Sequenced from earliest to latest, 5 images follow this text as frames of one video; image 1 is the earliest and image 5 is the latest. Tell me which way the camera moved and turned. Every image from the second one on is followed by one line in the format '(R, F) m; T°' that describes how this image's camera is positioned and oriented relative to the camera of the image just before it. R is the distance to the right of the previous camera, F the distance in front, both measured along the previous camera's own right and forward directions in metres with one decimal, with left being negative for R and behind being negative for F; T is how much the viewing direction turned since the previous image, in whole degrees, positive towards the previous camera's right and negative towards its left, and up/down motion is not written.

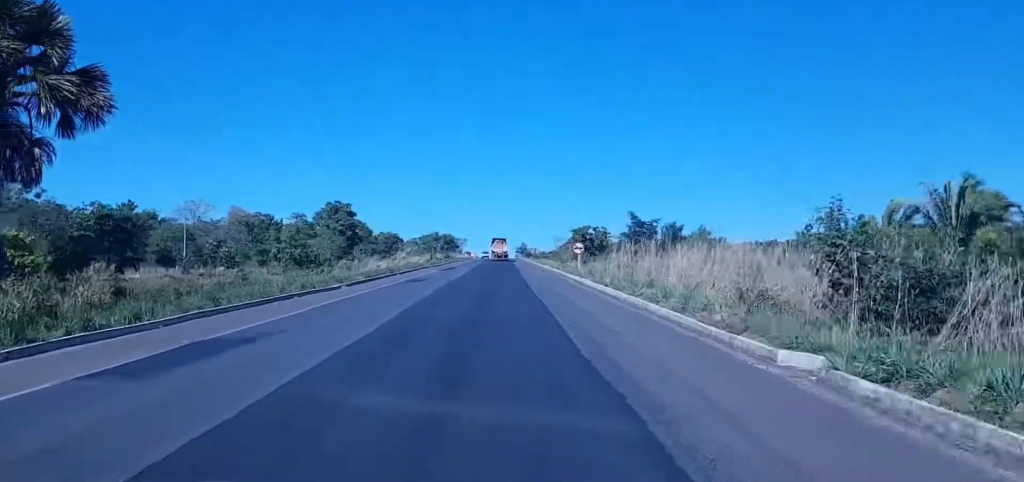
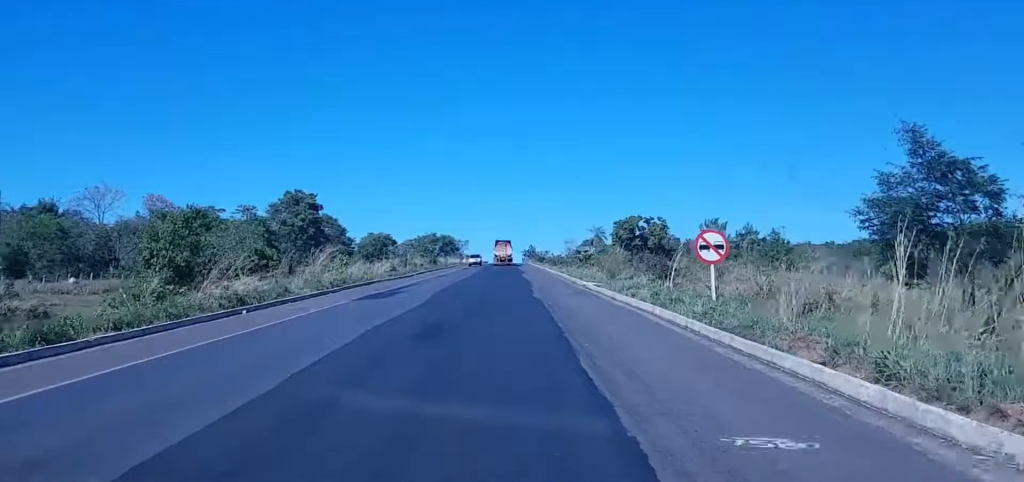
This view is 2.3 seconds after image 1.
(+0.5, +52.1) m; 0°
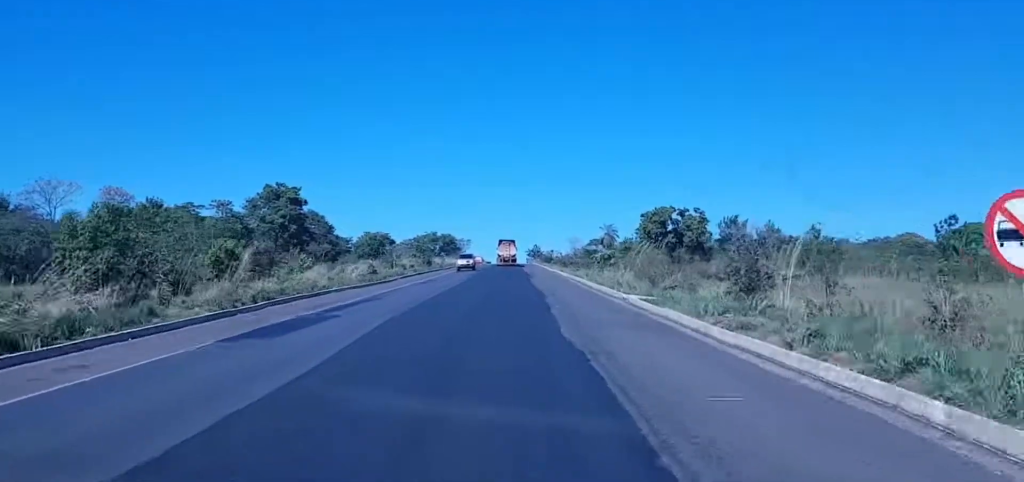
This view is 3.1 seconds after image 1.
(-0.2, +17.9) m; 0°
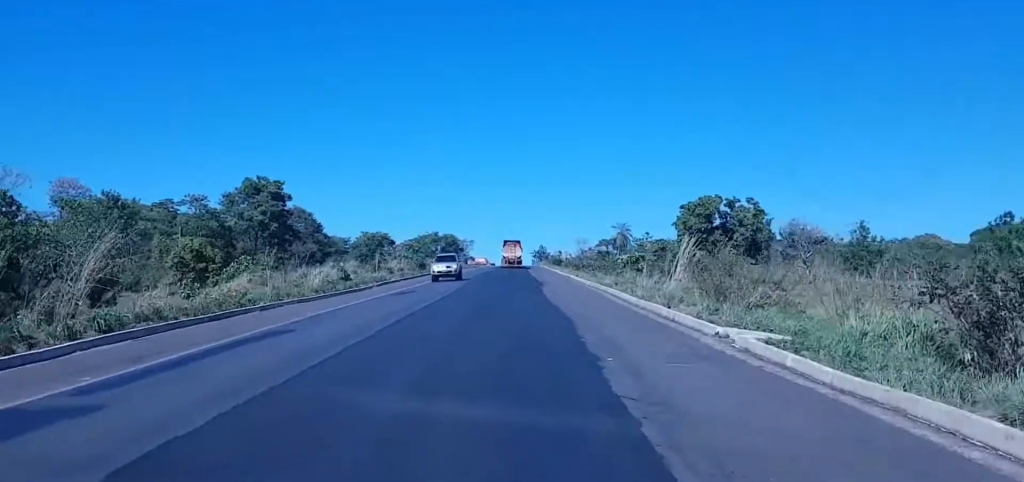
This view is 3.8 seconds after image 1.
(0.0, +16.3) m; 0°
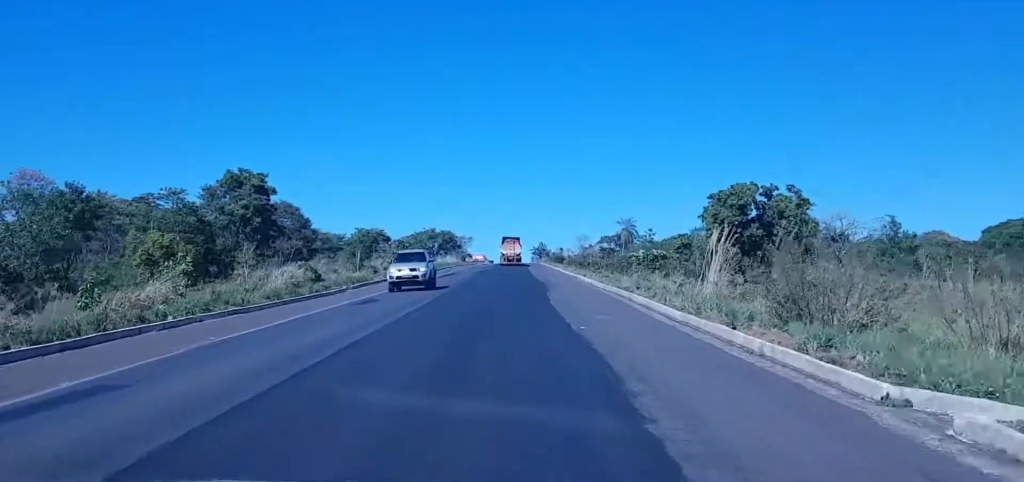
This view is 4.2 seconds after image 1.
(+0.1, +9.6) m; 0°
